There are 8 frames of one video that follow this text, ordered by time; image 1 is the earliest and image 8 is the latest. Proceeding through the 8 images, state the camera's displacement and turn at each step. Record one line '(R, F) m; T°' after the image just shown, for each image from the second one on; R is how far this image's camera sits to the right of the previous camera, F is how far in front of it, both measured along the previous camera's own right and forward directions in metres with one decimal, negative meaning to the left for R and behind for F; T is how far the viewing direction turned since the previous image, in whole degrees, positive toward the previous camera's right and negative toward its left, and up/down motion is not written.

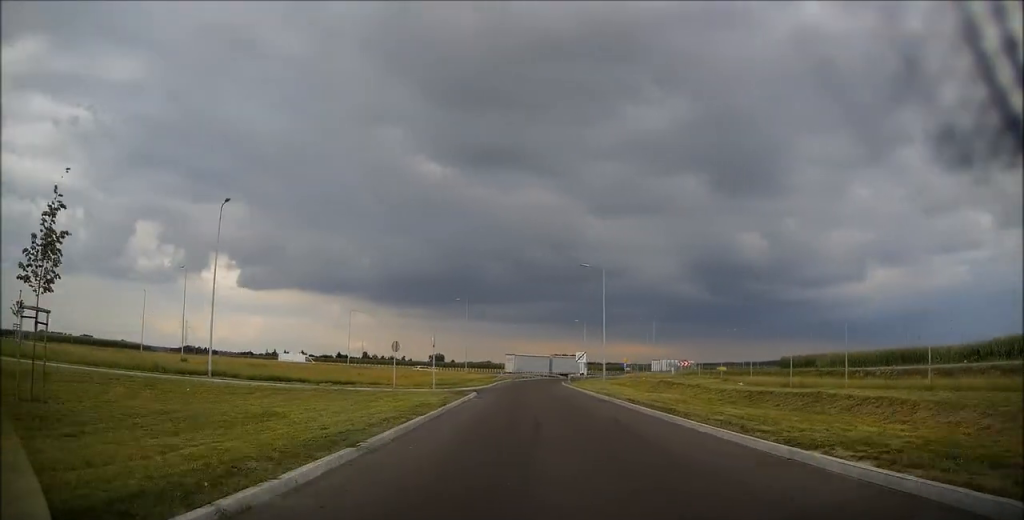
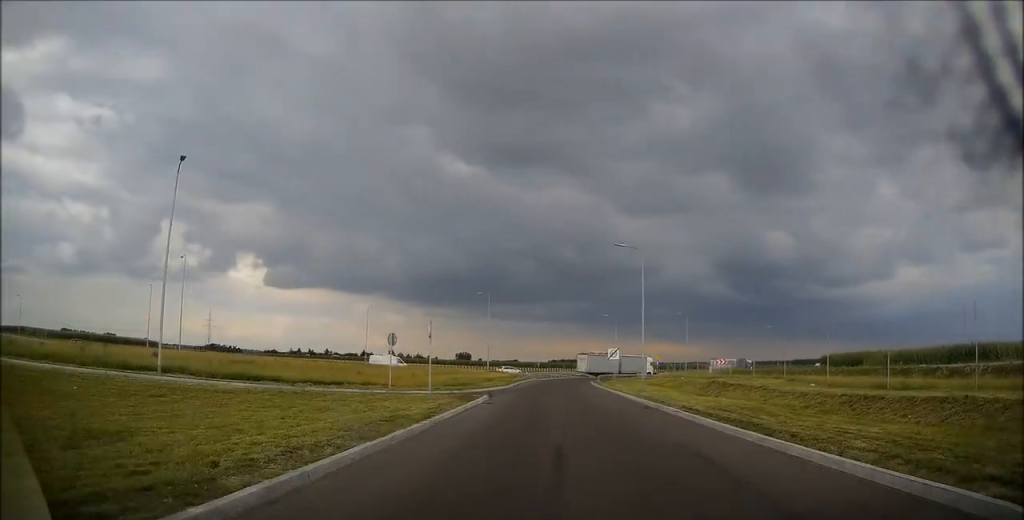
(-0.2, +5.9) m; -3°
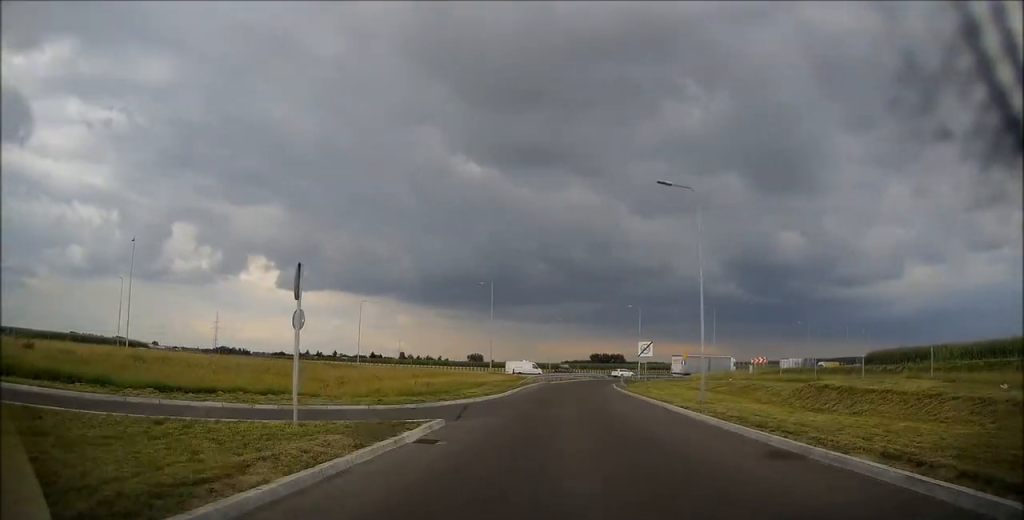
(-0.6, +11.4) m; -3°
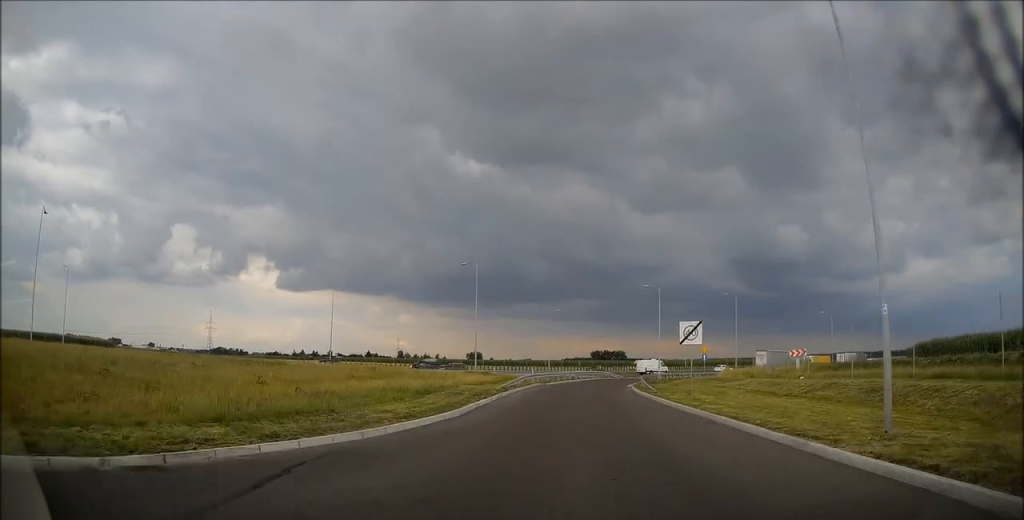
(-0.2, +13.1) m; -1°
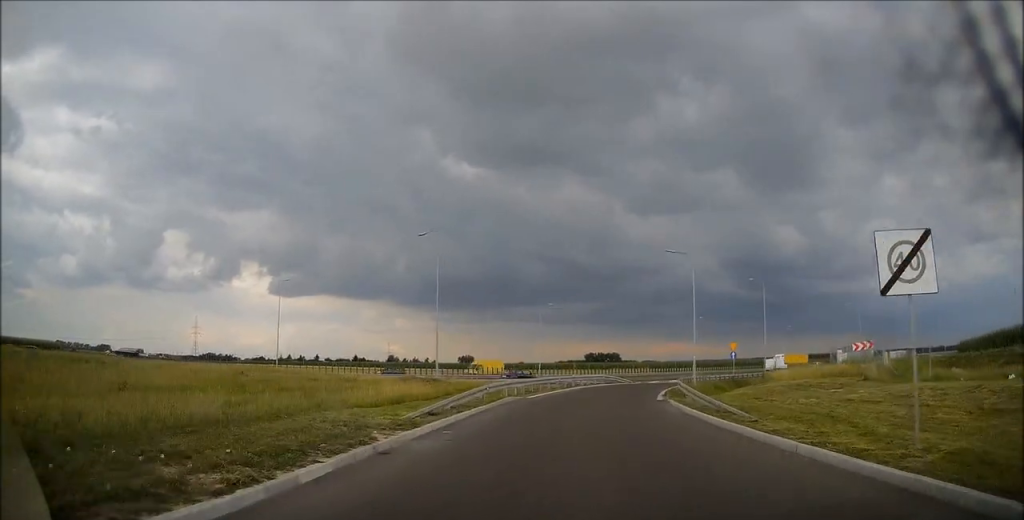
(-0.1, +16.0) m; 0°
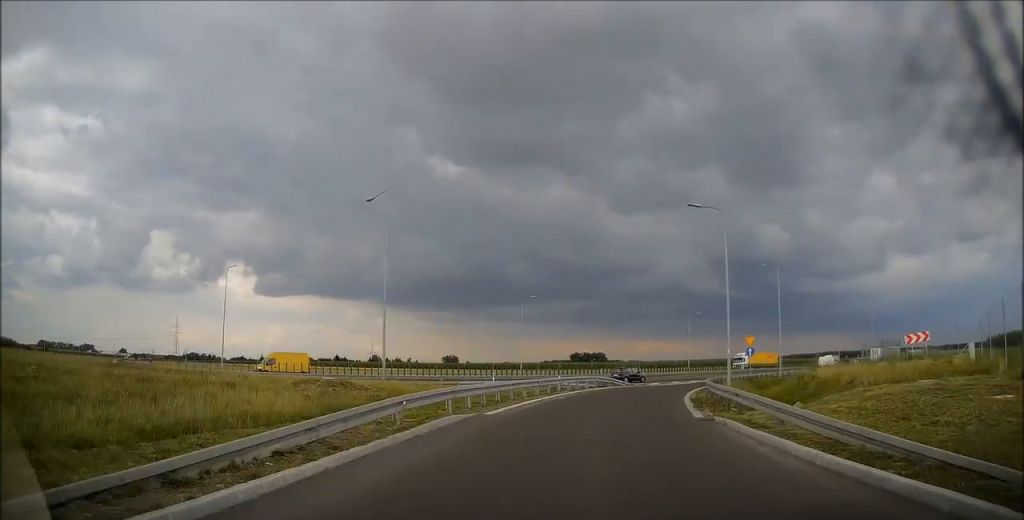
(0.0, +10.1) m; +2°
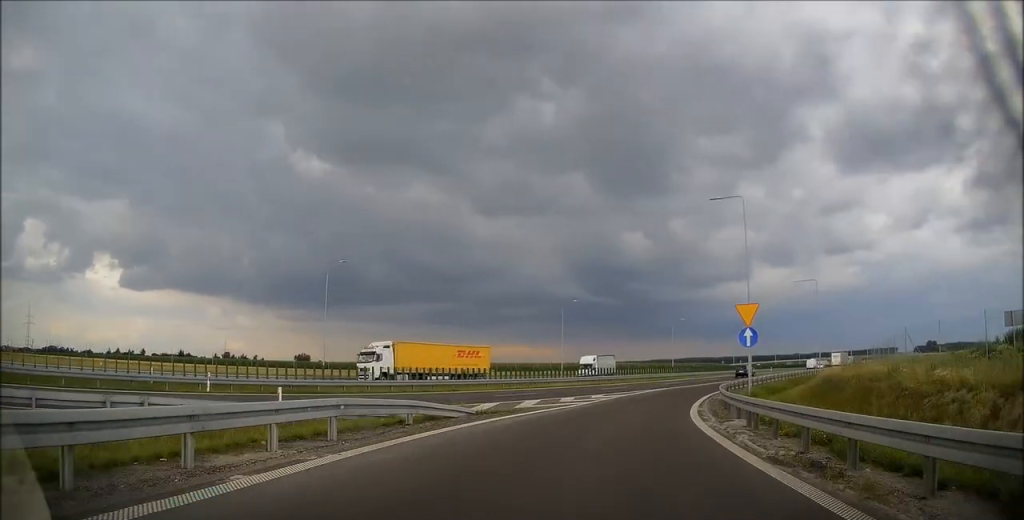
(+2.4, +29.2) m; +11°
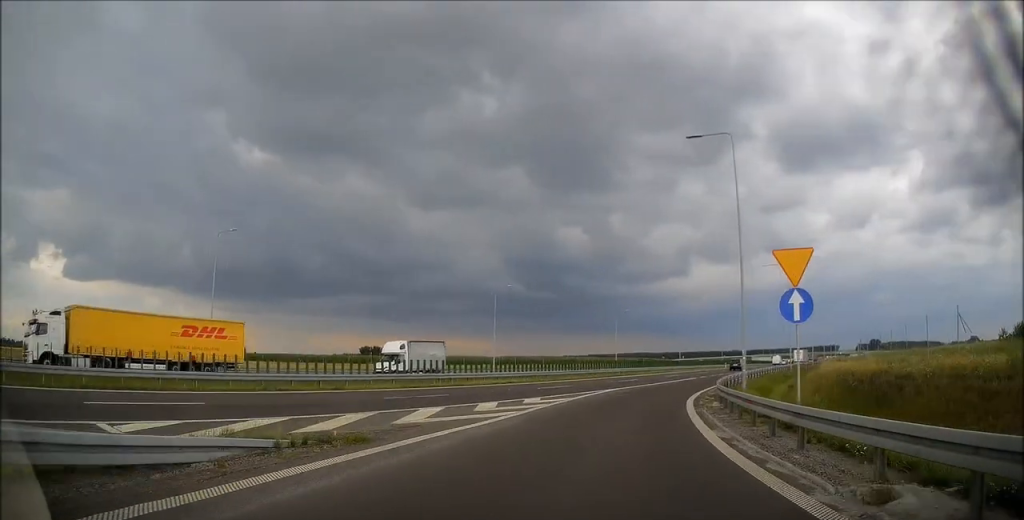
(+0.5, +10.4) m; +5°
